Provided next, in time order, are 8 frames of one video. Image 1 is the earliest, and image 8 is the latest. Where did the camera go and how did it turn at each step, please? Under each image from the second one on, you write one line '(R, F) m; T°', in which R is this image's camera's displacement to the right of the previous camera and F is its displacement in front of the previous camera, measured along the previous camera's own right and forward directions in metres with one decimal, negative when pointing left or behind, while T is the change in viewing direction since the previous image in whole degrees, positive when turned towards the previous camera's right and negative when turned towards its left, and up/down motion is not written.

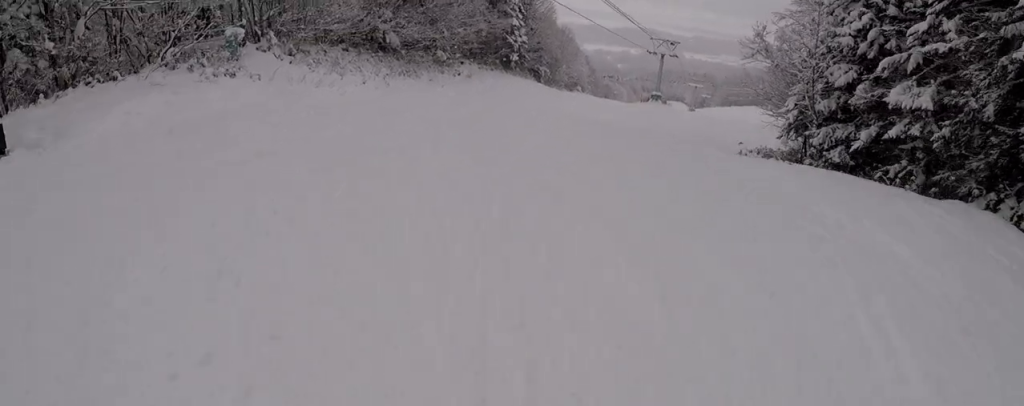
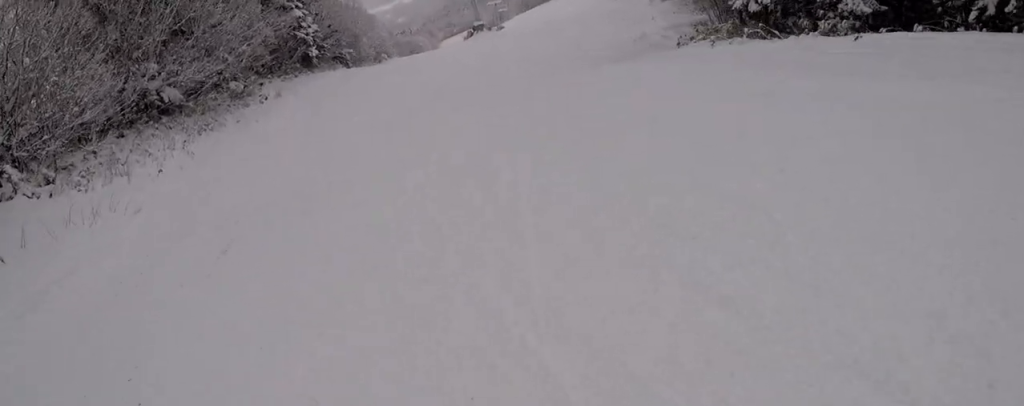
(+2.0, +11.3) m; +12°
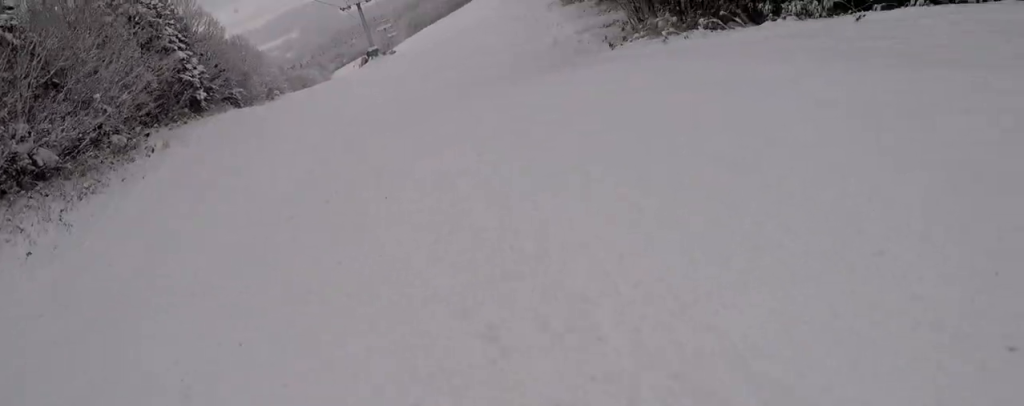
(0.0, +4.2) m; 0°
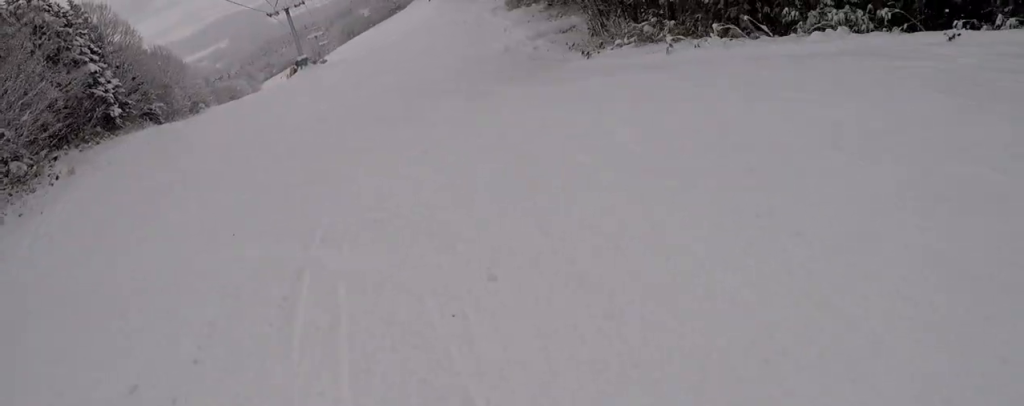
(0.0, +4.6) m; -1°
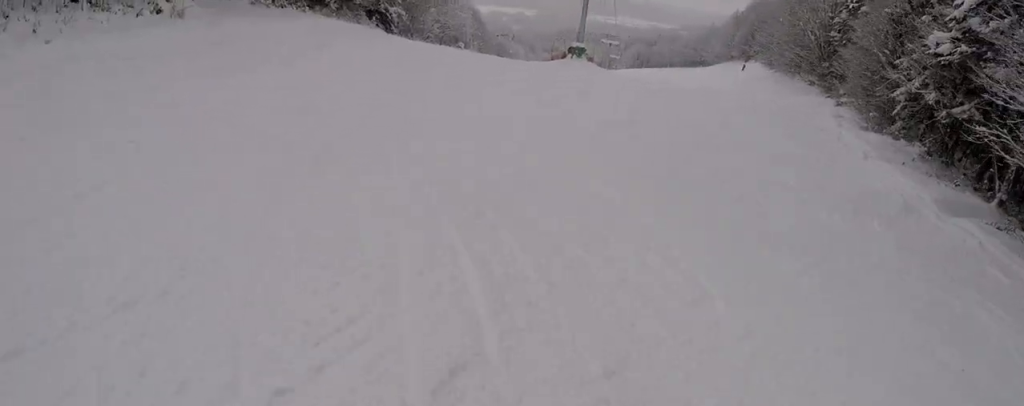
(-2.6, +18.4) m; -15°
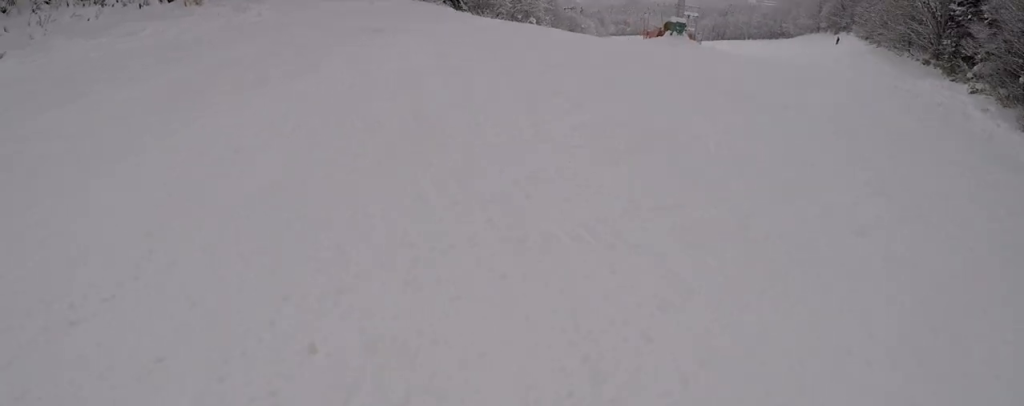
(-0.5, +6.7) m; +13°
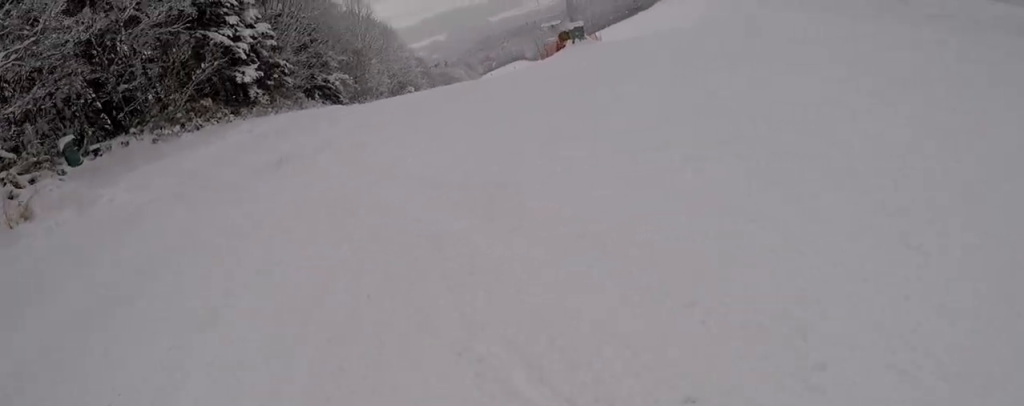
(+1.5, +5.9) m; +16°
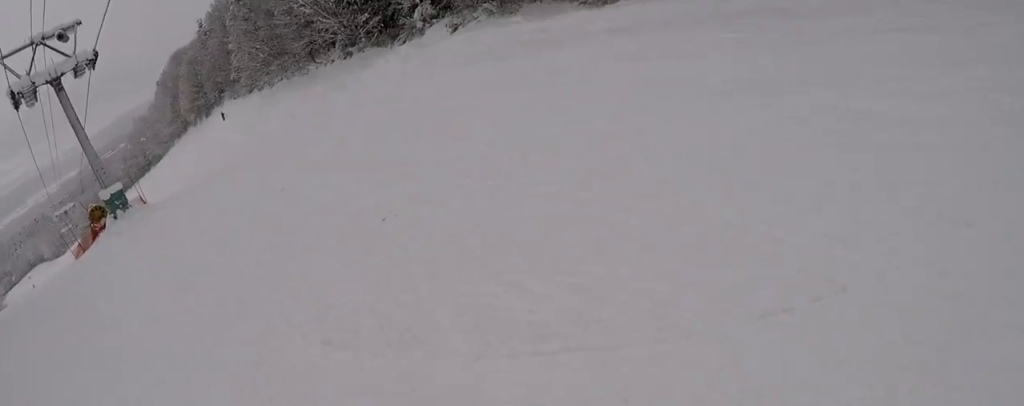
(+3.1, +12.4) m; +28°
